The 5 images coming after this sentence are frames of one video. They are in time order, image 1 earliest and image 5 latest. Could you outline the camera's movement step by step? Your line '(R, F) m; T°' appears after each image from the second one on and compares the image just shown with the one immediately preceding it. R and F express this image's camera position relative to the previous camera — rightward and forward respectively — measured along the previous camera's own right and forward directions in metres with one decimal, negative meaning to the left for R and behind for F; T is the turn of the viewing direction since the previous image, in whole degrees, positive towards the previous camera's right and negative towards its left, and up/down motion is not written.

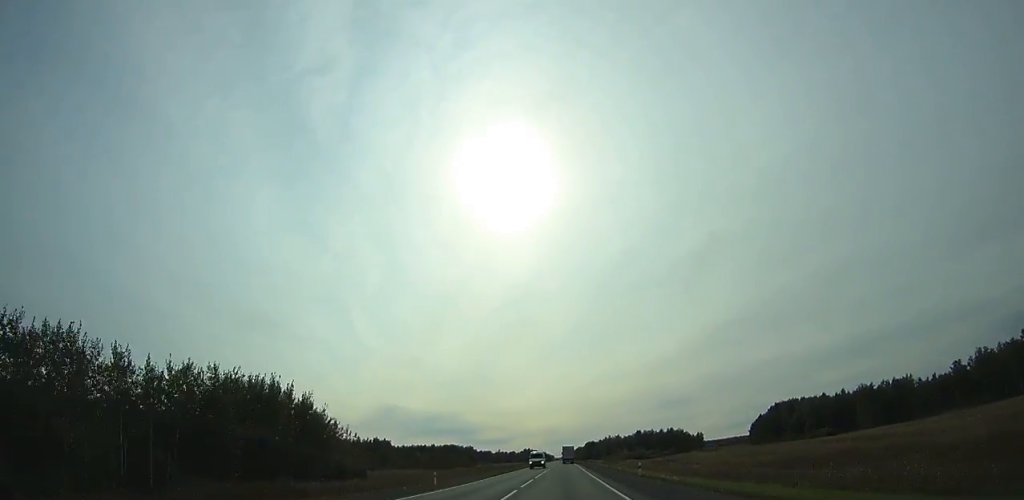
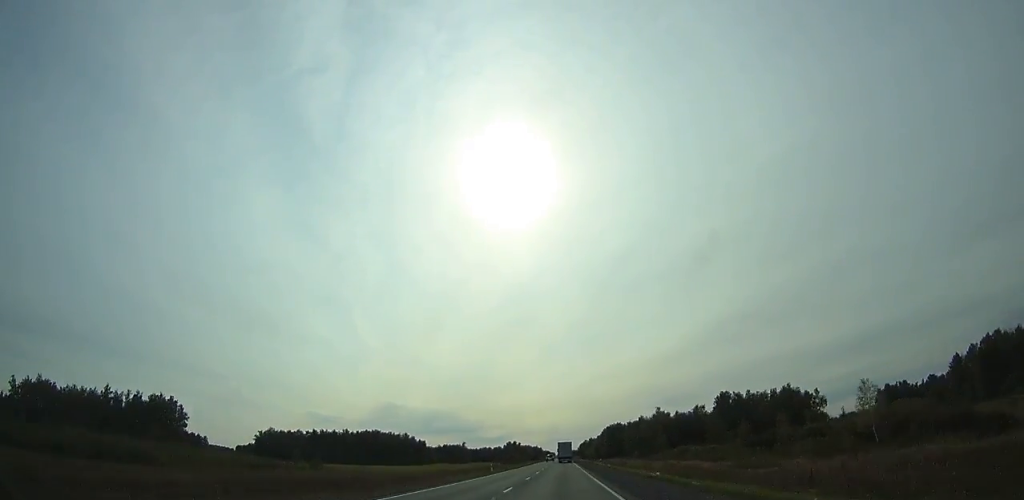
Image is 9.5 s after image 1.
(-0.2, +242.8) m; 0°
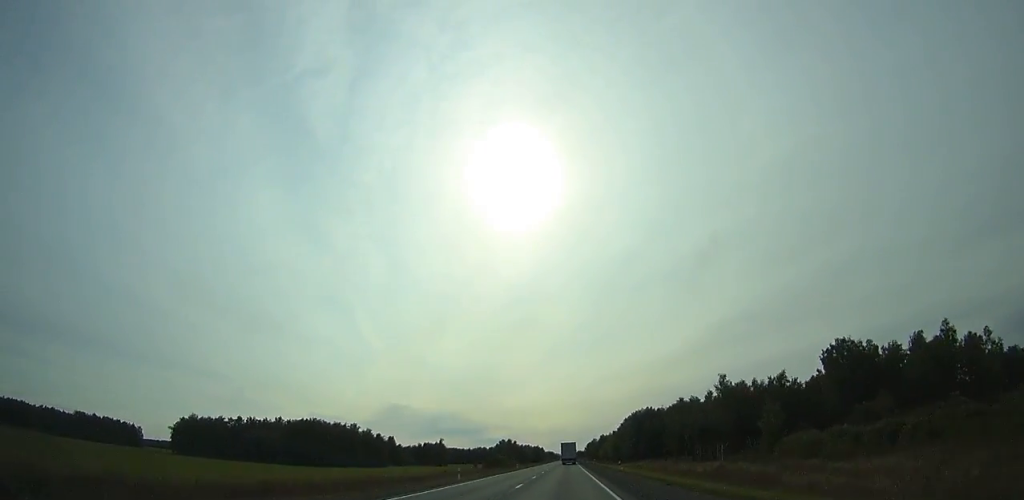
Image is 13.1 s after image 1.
(-0.1, +91.5) m; 0°
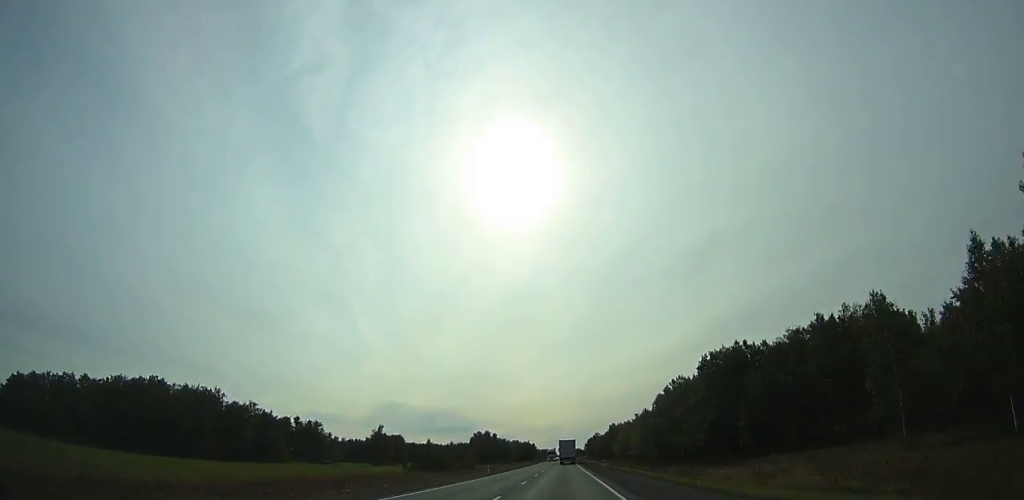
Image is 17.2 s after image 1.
(-0.1, +104.0) m; 0°
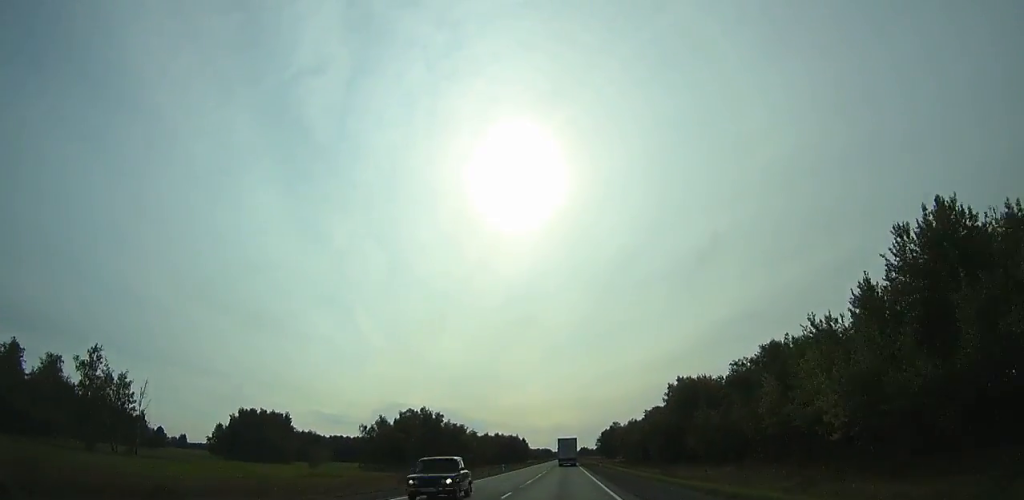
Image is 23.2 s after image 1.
(-0.1, +152.2) m; 0°
